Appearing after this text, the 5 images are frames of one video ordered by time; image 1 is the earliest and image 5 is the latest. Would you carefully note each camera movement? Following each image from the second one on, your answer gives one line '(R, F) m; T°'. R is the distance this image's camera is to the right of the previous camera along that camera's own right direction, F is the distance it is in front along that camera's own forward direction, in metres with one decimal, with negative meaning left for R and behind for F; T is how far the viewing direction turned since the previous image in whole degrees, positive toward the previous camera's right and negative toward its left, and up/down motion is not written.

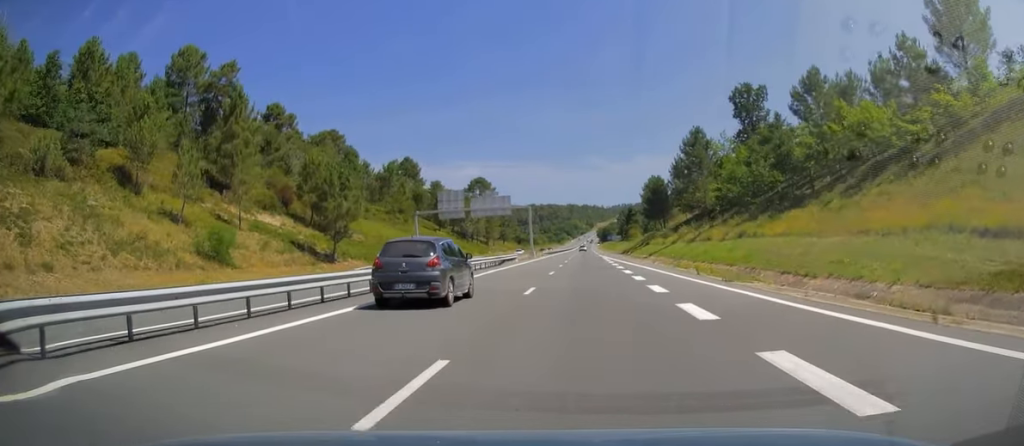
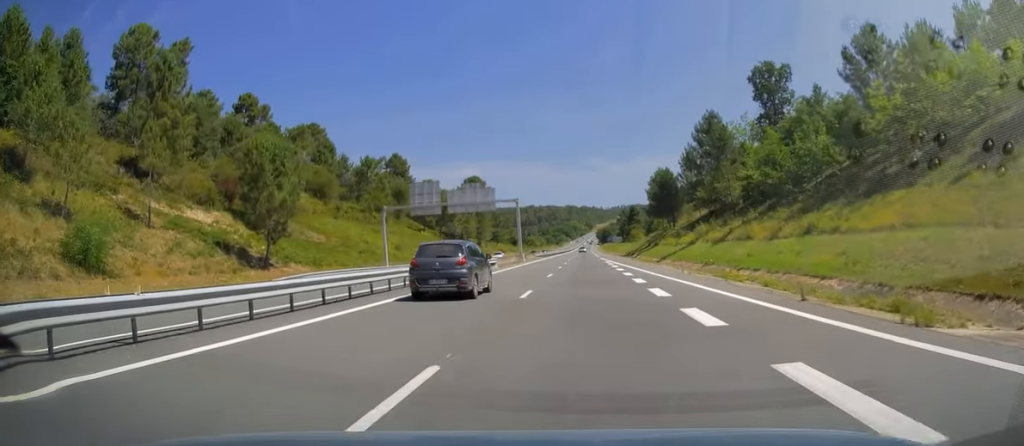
(0.0, +13.8) m; 0°
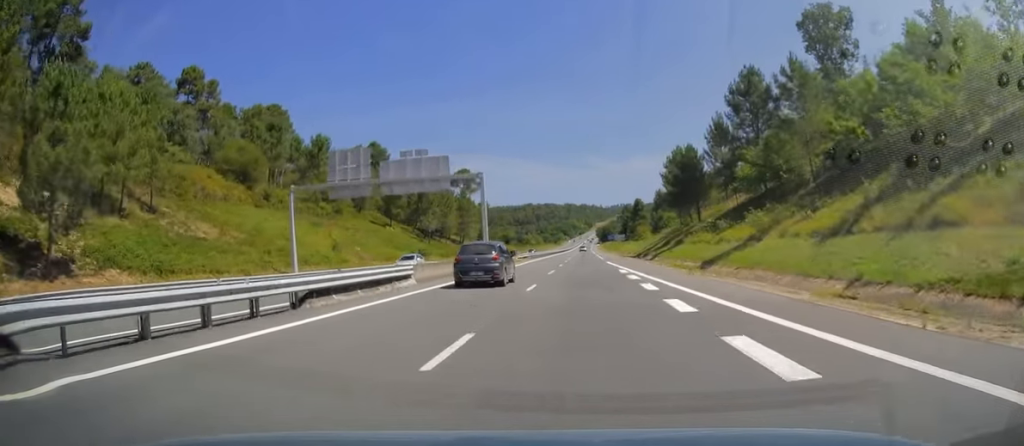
(0.0, +23.7) m; 0°
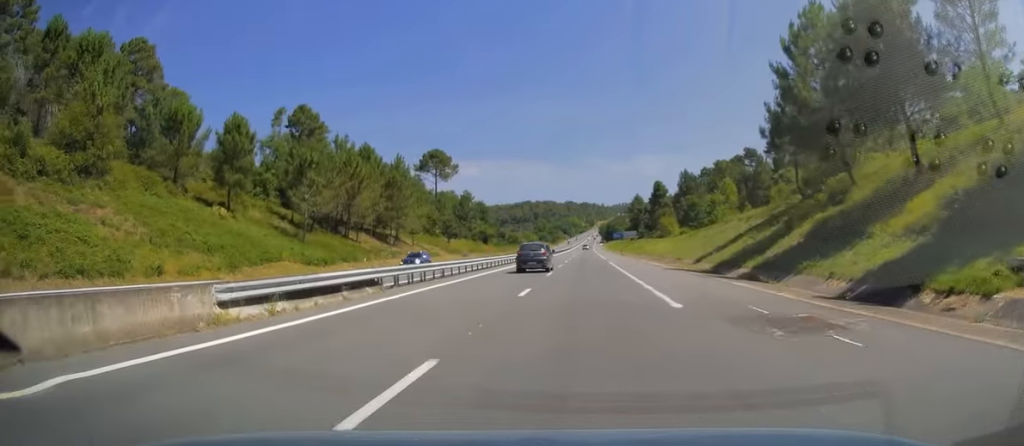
(-0.1, +55.3) m; 0°
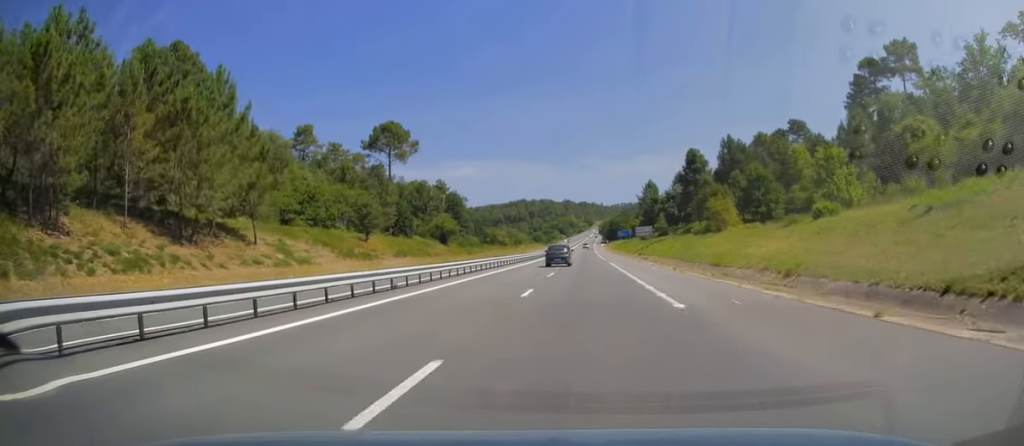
(+0.1, +52.7) m; +1°
